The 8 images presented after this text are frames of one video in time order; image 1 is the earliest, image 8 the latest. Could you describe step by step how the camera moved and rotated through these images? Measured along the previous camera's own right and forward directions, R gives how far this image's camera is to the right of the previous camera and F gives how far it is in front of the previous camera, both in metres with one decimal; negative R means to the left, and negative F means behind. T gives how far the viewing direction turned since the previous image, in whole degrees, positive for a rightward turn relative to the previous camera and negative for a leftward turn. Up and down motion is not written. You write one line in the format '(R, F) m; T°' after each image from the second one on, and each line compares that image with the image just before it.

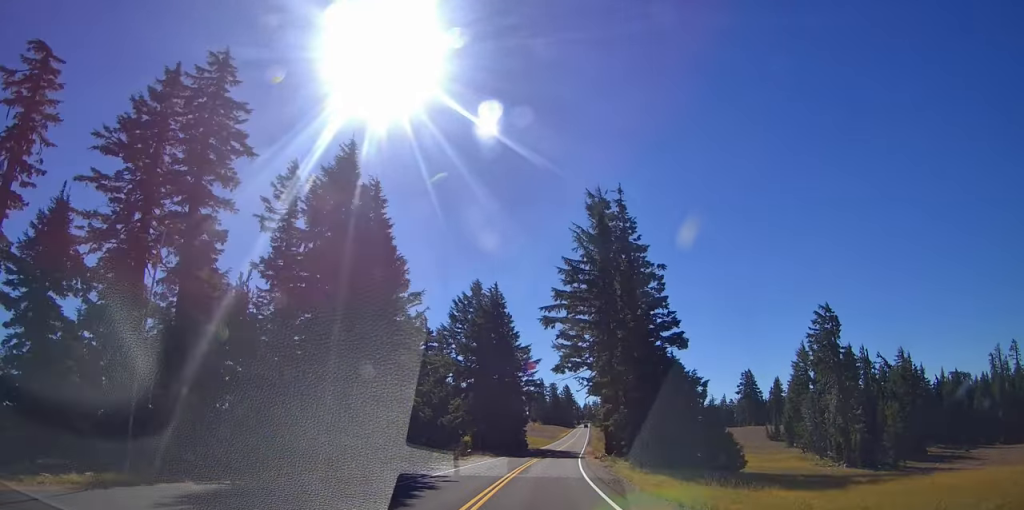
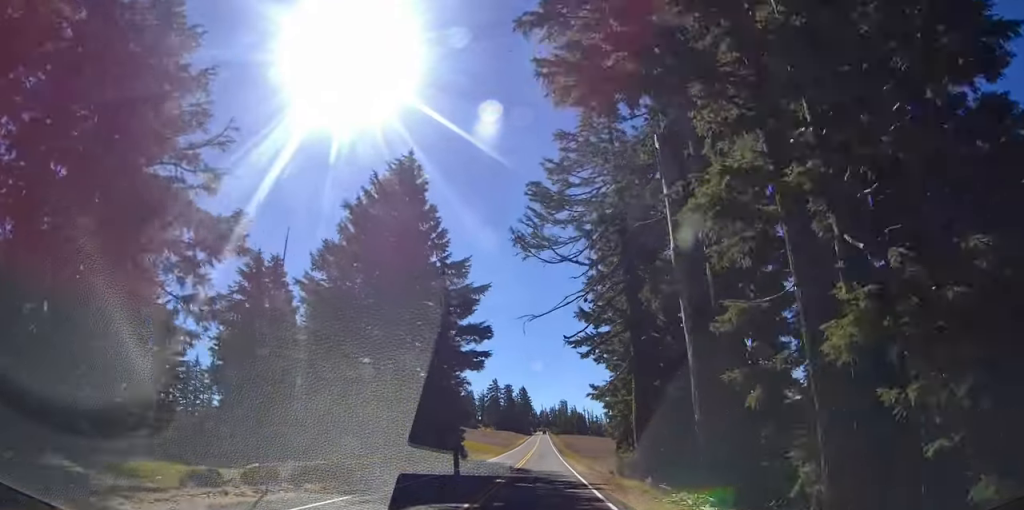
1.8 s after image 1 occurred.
(0.0, +33.3) m; +4°
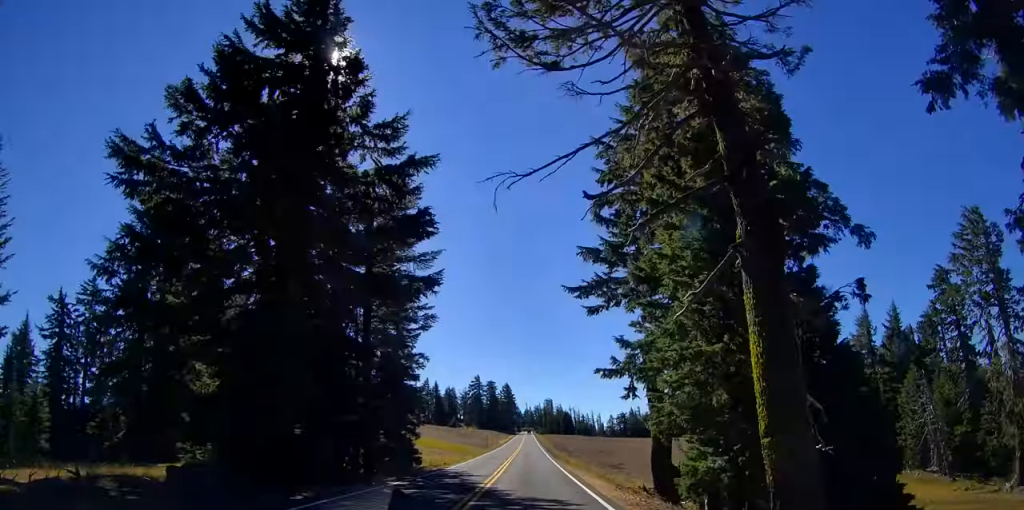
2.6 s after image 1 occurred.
(+1.0, +15.6) m; +4°
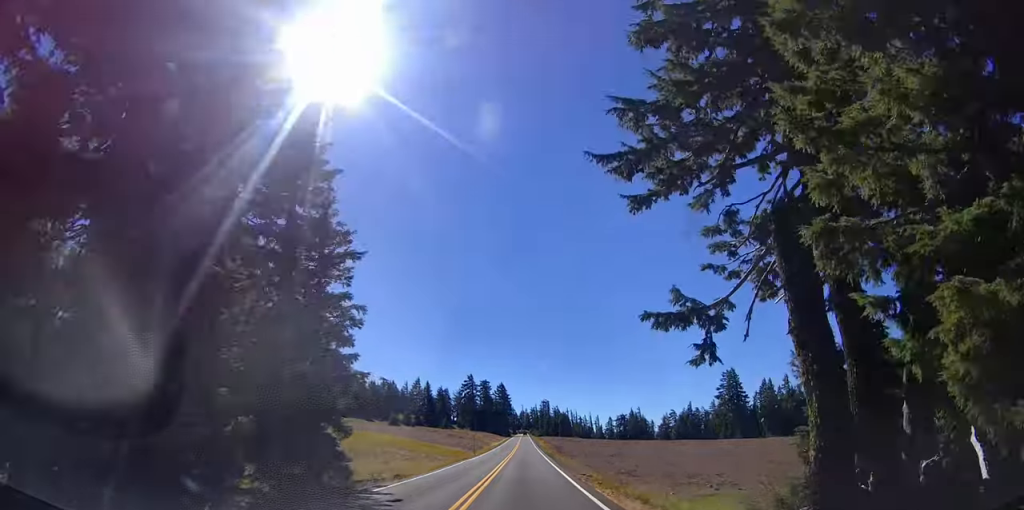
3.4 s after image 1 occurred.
(+0.5, +14.4) m; +2°
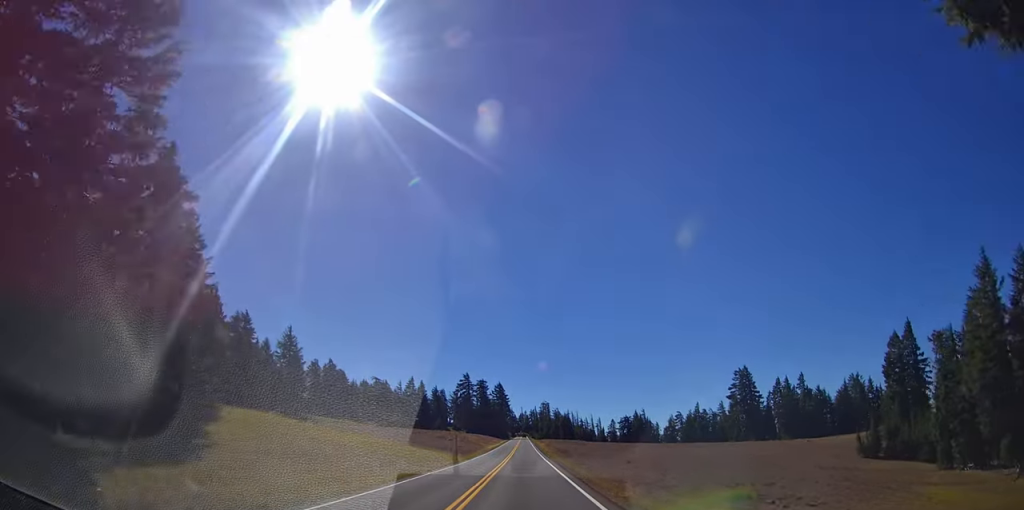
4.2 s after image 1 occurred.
(0.0, +15.1) m; 0°
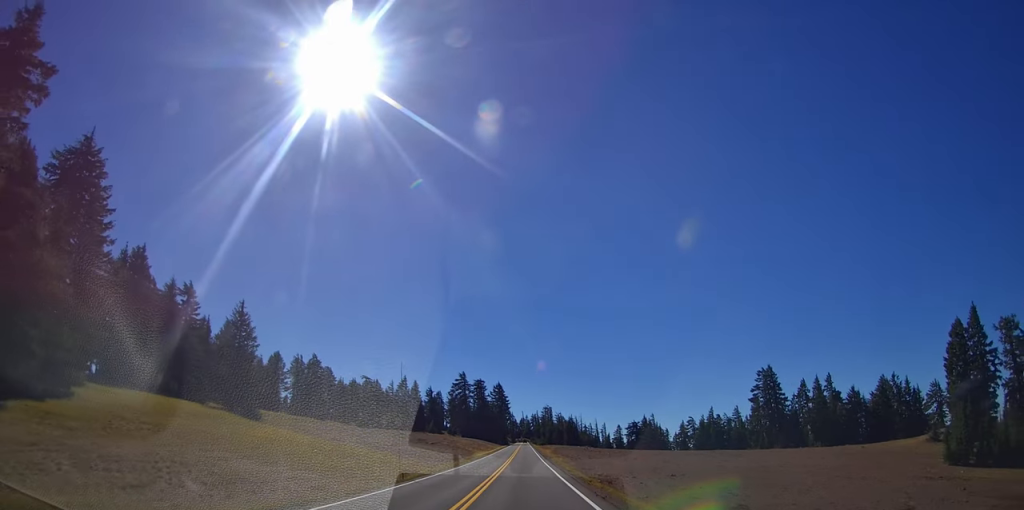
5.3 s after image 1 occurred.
(+0.2, +21.8) m; +1°
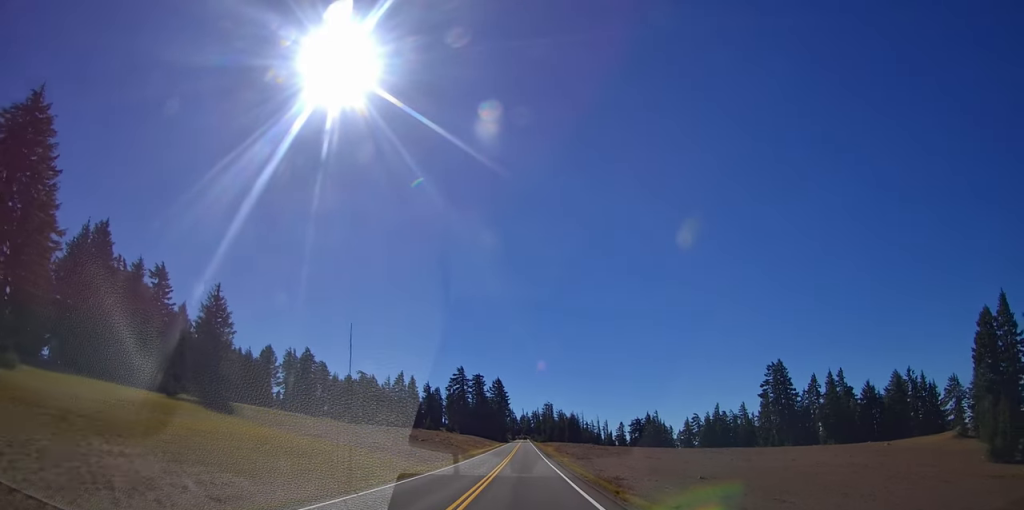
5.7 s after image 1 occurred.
(+0.1, +8.4) m; 0°
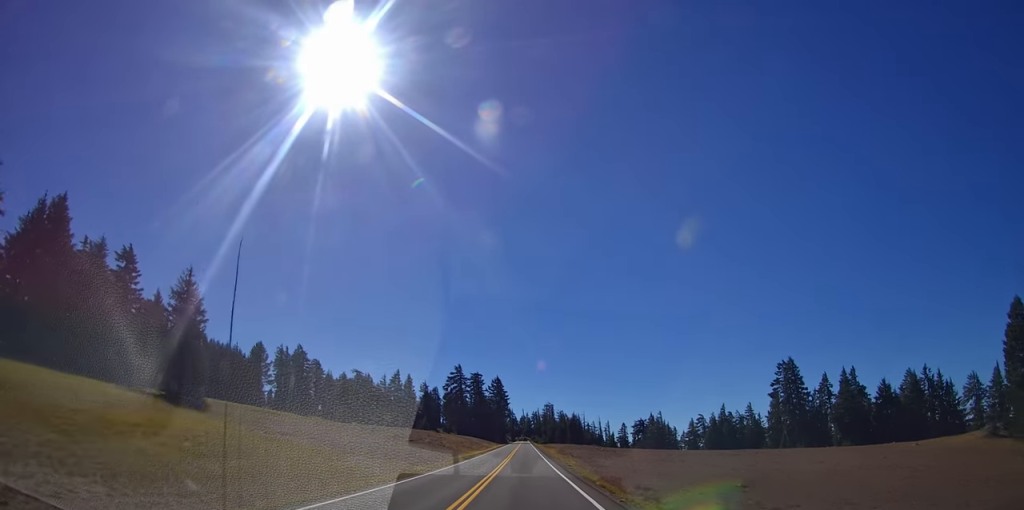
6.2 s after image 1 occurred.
(0.0, +8.5) m; 0°
